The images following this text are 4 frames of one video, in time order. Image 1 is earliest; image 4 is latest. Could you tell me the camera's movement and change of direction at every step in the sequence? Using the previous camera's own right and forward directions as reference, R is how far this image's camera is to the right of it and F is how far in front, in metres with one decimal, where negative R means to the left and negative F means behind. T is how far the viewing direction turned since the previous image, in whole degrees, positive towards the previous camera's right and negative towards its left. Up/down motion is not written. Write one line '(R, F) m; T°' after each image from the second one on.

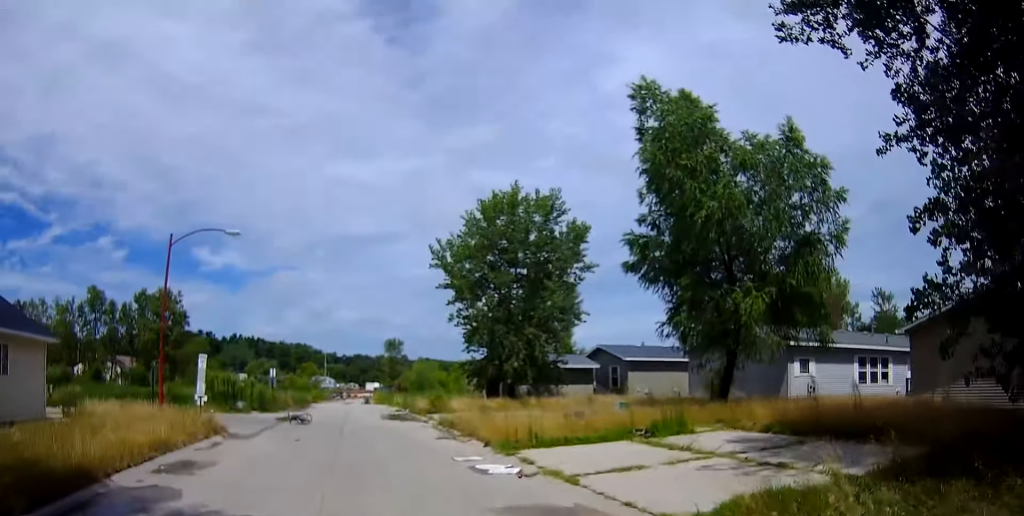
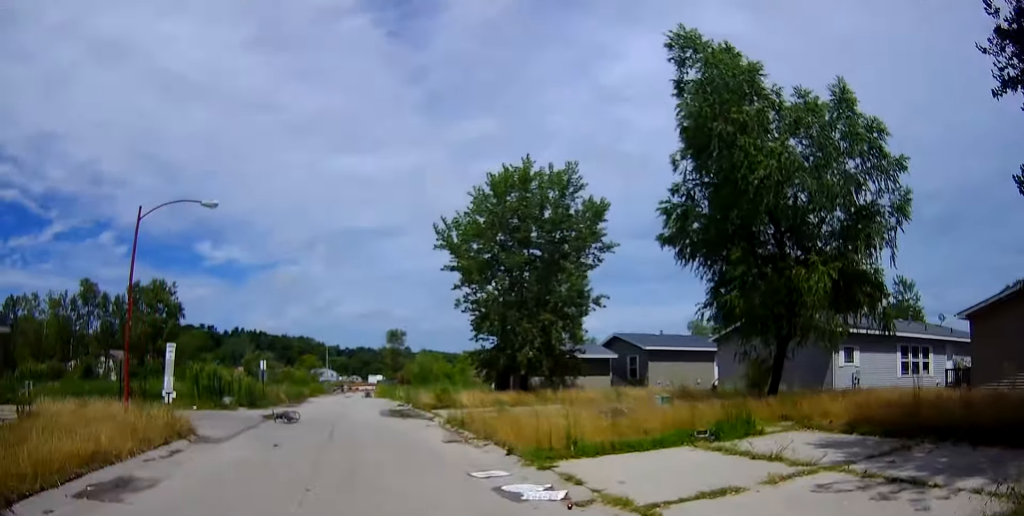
(+0.1, +3.0) m; 0°
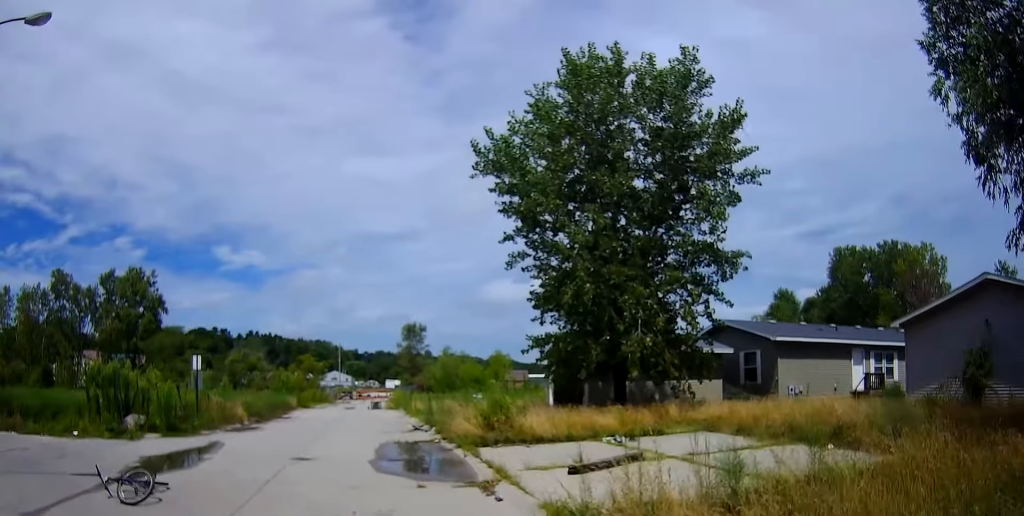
(-1.2, +13.3) m; -9°
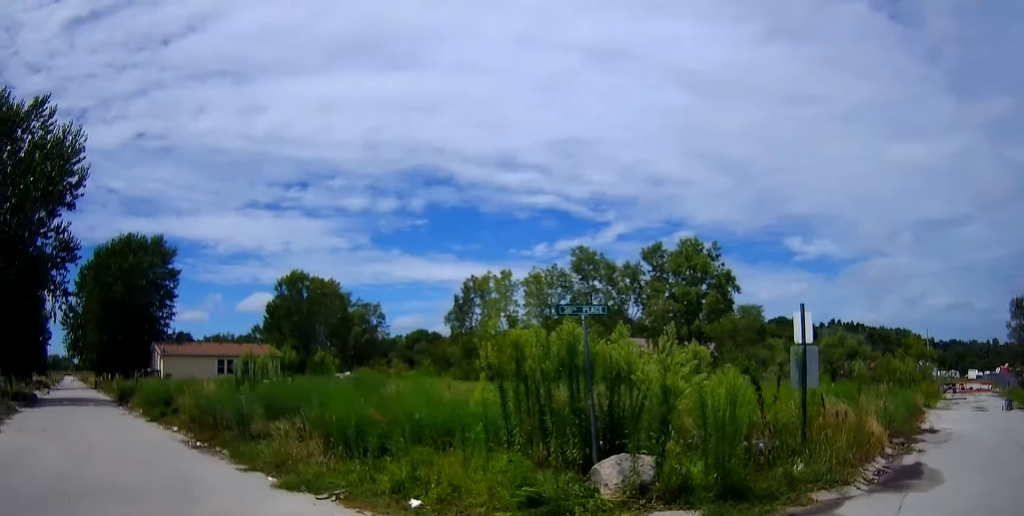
(-3.4, +13.3) m; -59°
